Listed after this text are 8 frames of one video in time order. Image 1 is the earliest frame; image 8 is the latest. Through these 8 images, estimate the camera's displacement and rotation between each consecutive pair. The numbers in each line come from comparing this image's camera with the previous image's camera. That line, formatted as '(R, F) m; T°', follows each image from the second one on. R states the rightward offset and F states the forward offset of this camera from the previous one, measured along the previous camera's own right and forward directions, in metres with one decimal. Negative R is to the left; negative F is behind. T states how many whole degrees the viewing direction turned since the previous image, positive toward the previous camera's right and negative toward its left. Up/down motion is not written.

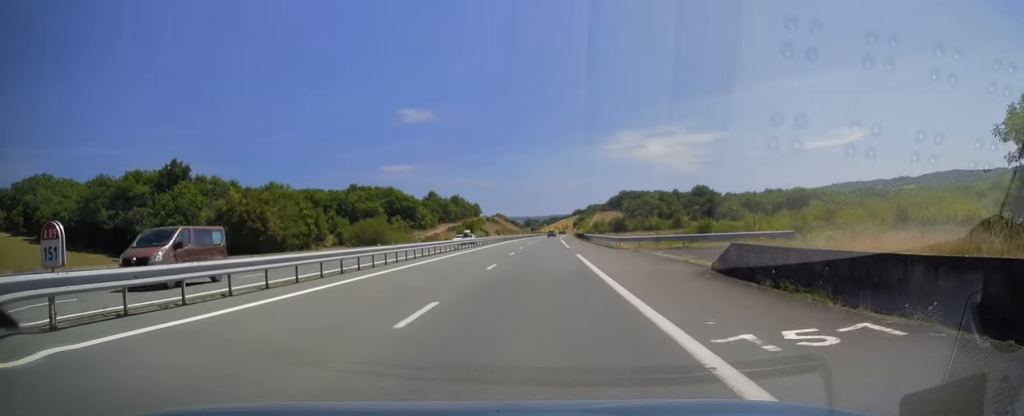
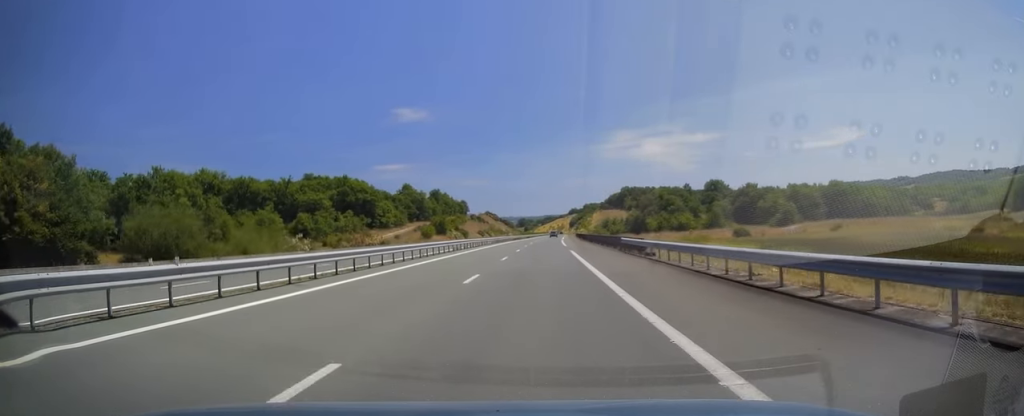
(+0.3, +44.3) m; 0°
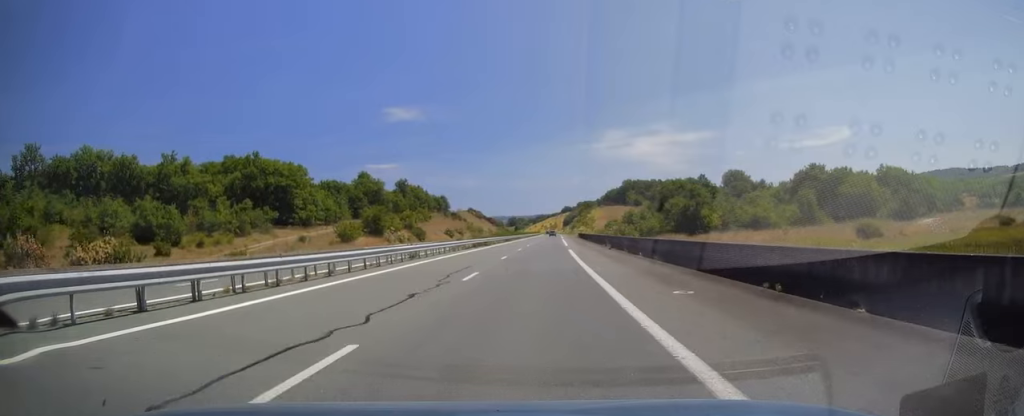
(+0.2, +50.7) m; +1°
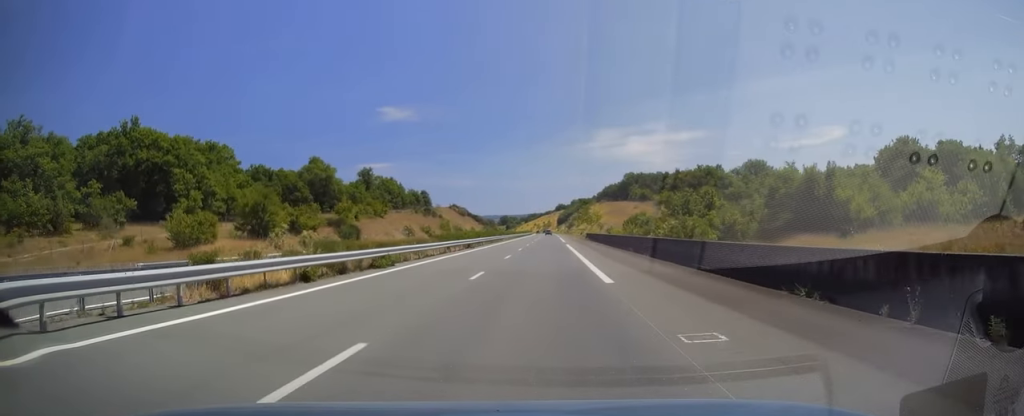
(0.0, +38.9) m; 0°
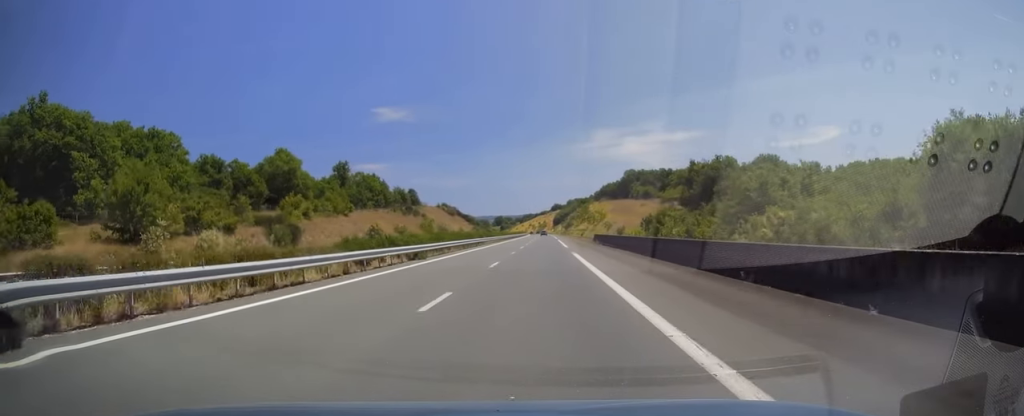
(-0.1, +19.7) m; +1°
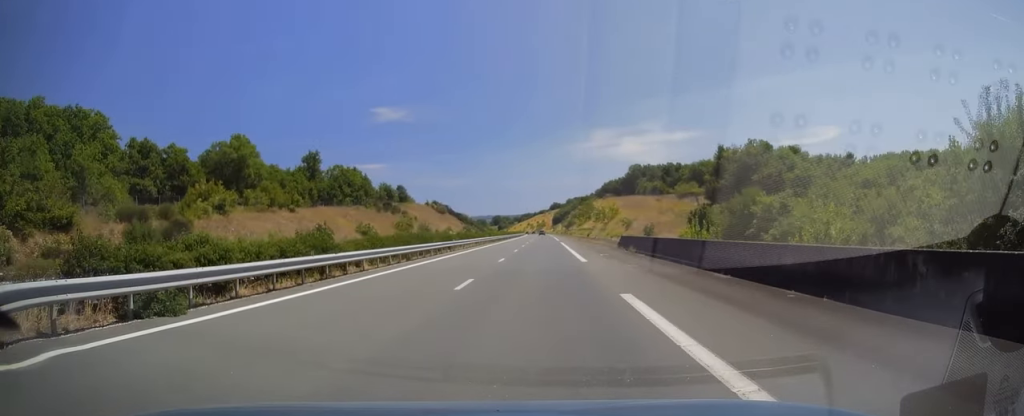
(+0.3, +22.2) m; 0°
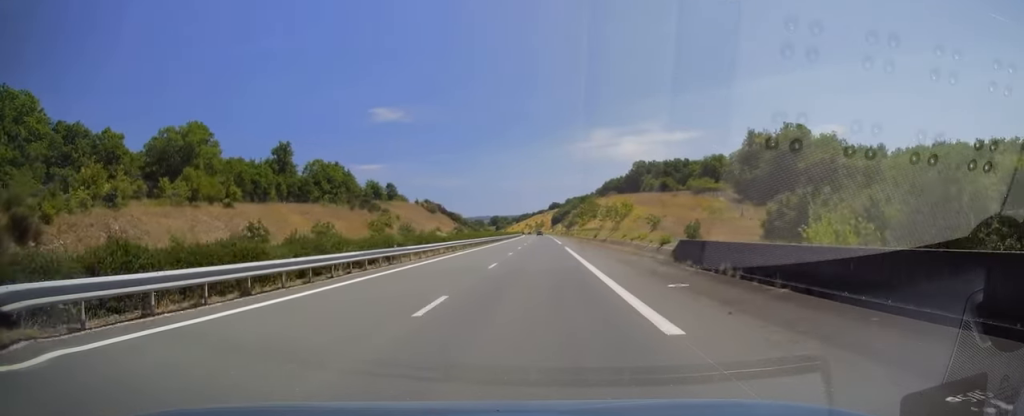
(0.0, +17.2) m; 0°
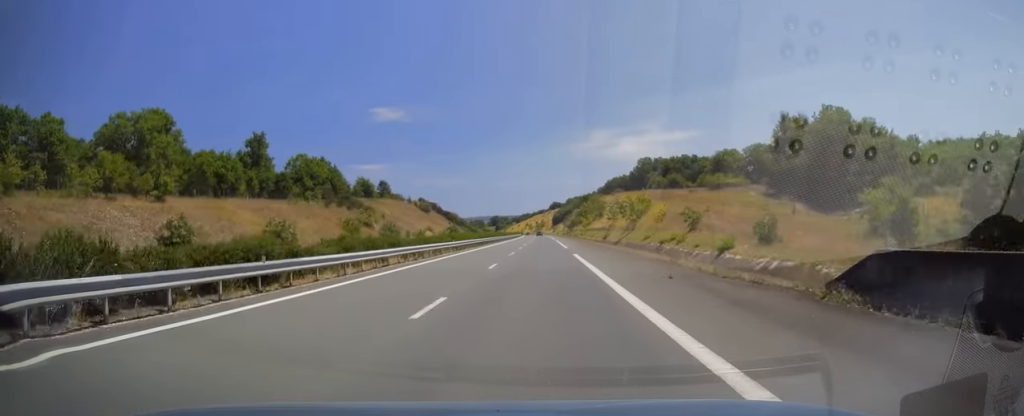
(-0.2, +13.3) m; 0°
